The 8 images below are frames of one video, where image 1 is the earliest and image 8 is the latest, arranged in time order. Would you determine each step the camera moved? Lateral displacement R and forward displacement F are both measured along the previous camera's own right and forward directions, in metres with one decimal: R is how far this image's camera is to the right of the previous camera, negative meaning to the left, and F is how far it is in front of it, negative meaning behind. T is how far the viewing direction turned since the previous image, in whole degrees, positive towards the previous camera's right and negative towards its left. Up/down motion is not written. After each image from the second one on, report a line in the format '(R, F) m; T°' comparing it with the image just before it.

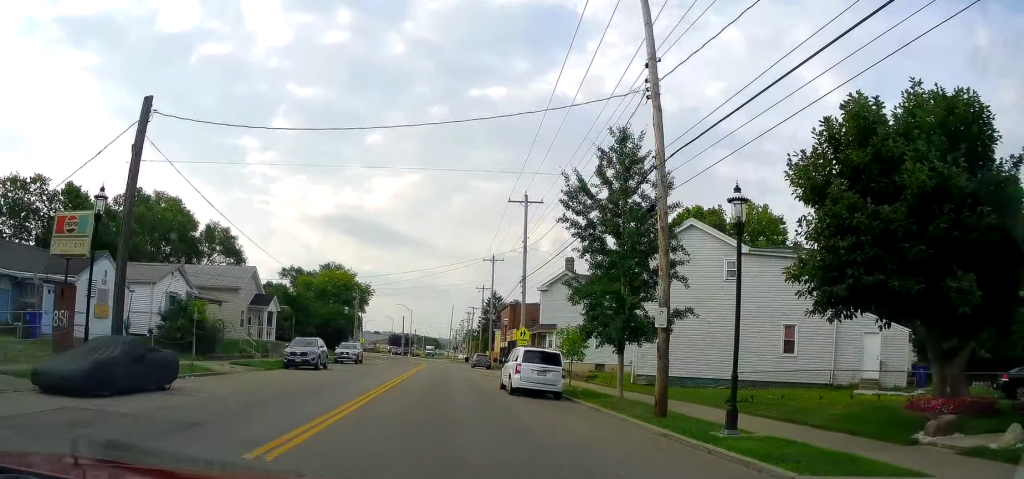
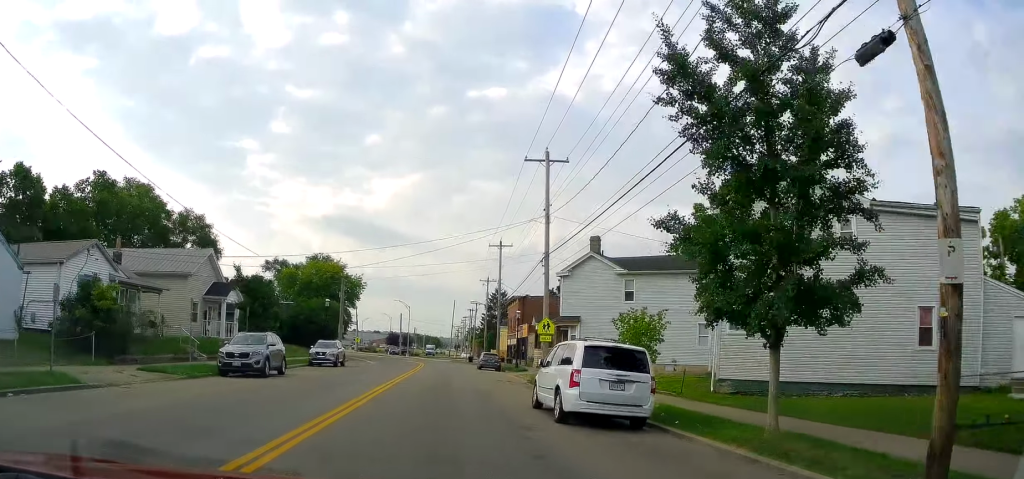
(-0.2, +9.7) m; 0°
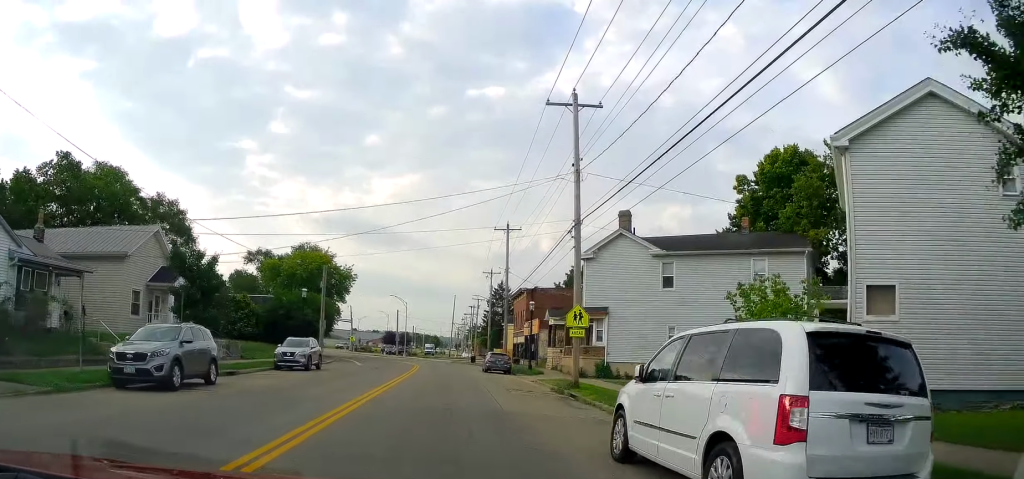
(0.0, +8.1) m; 0°
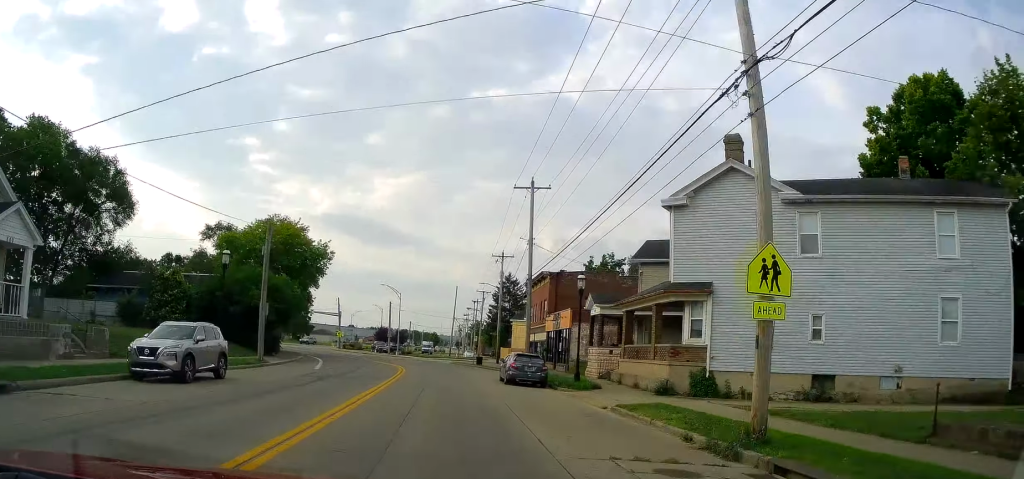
(+0.2, +15.3) m; 0°
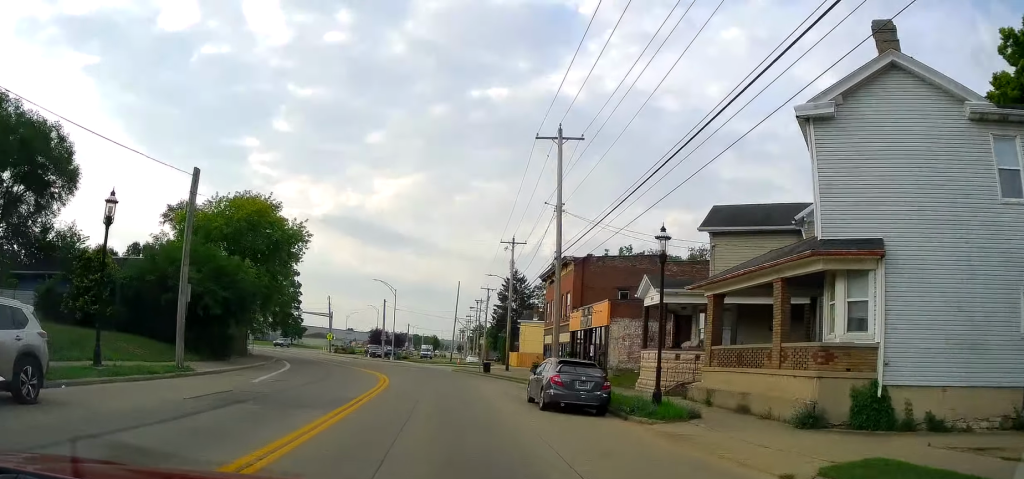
(-0.2, +10.2) m; -1°
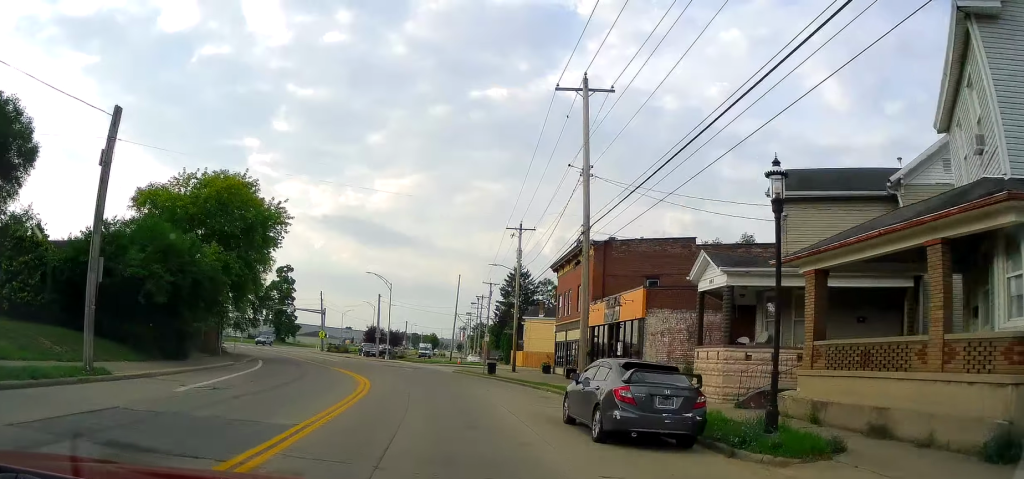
(0.0, +6.2) m; -1°
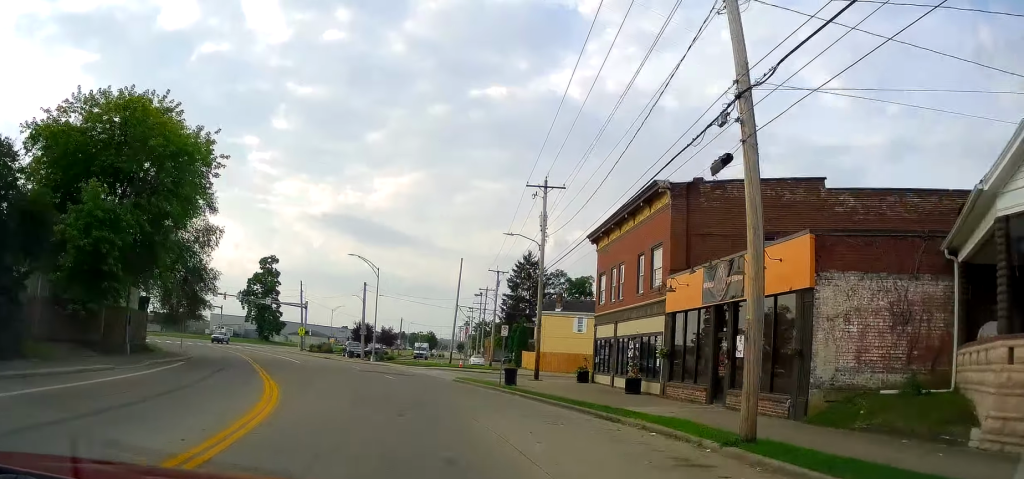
(-0.1, +13.8) m; 0°
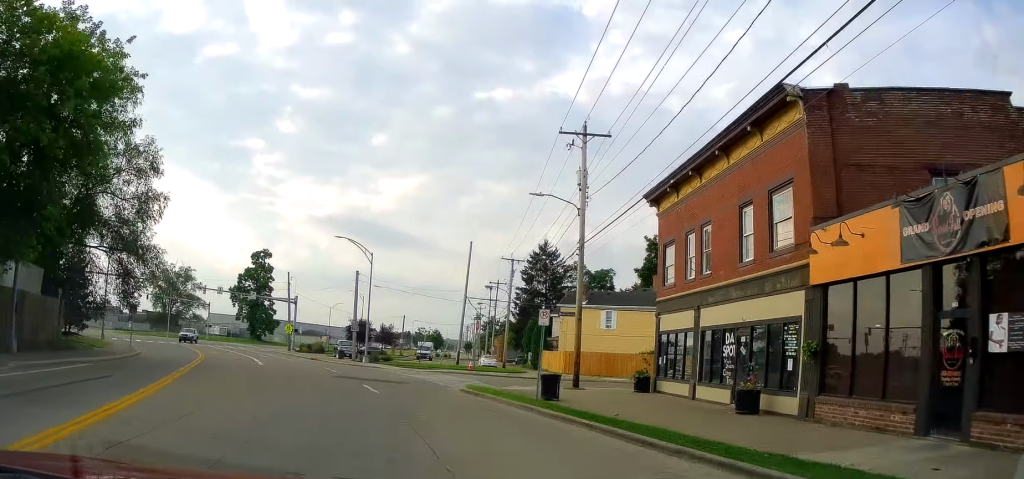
(-0.2, +10.3) m; +1°
